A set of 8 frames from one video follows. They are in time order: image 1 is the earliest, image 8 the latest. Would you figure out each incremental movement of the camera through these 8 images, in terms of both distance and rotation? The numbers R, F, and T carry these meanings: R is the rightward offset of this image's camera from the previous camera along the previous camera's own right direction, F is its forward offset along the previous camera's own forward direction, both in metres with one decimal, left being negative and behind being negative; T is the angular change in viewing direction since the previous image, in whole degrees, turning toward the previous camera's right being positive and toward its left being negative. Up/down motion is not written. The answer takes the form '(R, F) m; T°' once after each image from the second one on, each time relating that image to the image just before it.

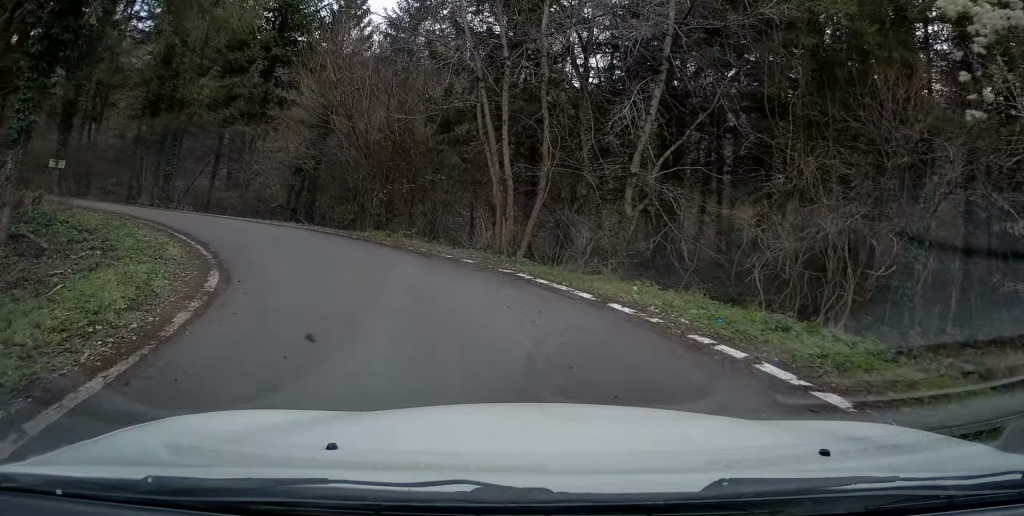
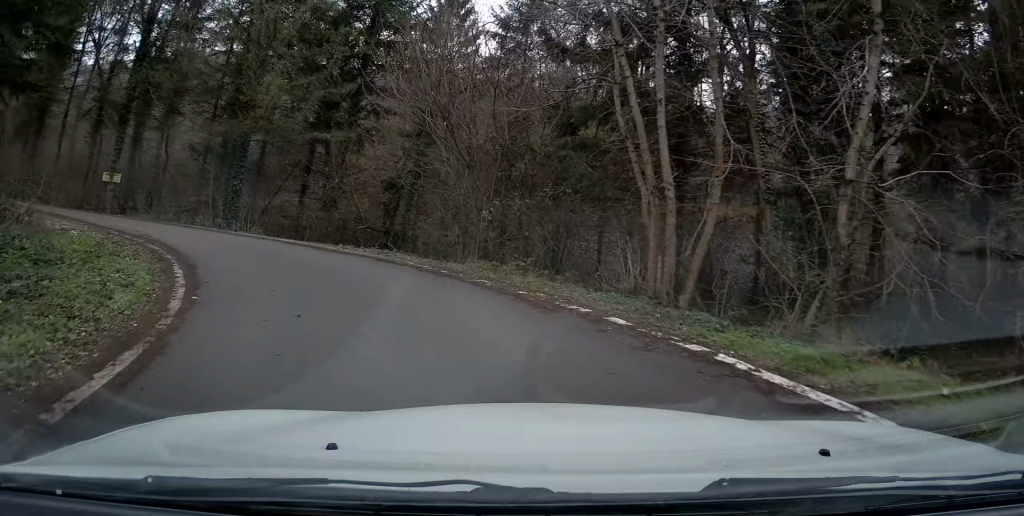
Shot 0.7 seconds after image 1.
(0.0, +4.6) m; -13°
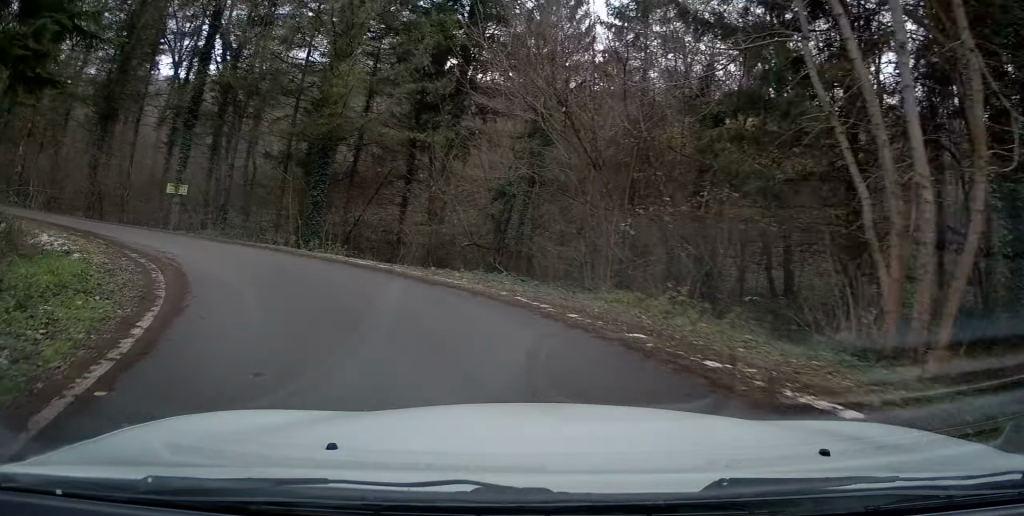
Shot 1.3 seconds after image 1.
(-0.8, +3.5) m; -11°
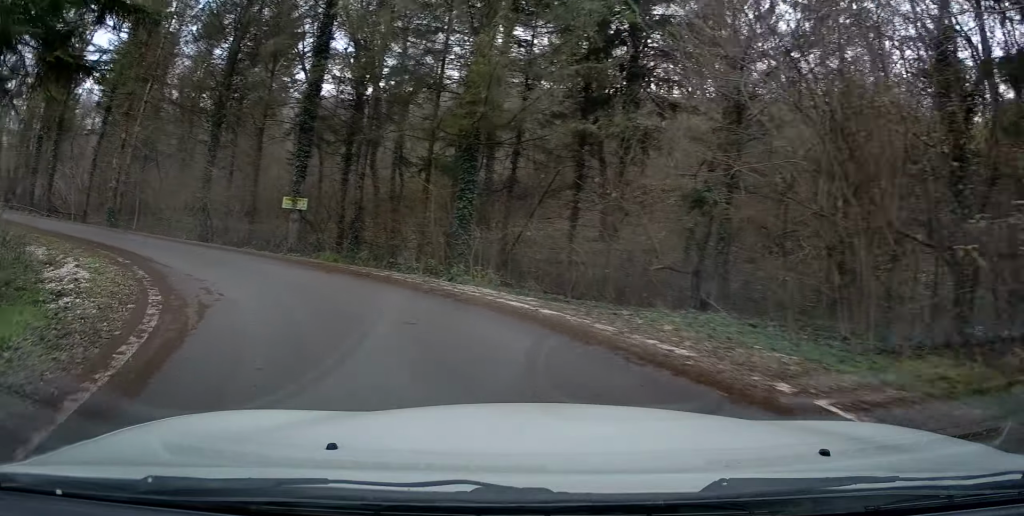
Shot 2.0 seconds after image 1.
(-0.5, +4.1) m; -13°
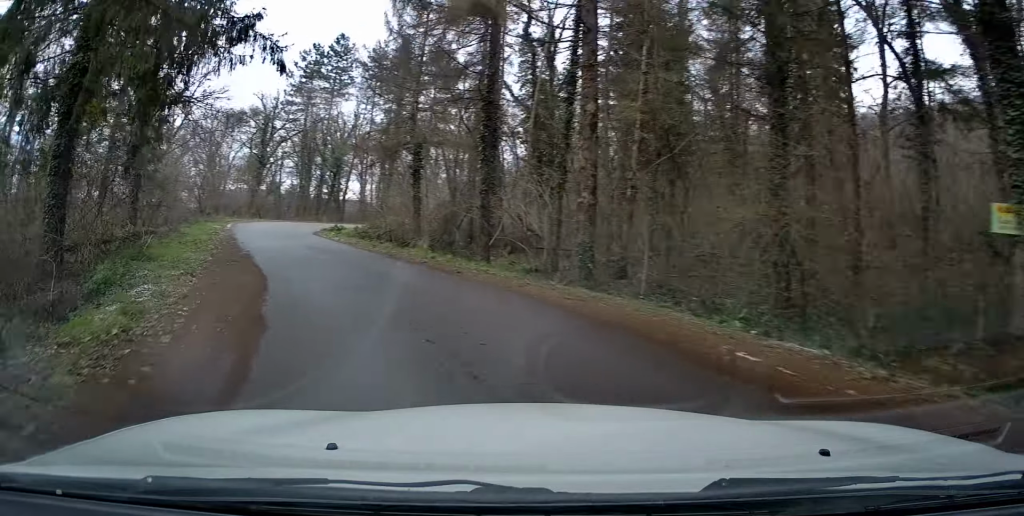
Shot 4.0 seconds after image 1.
(-4.0, +10.5) m; -46°
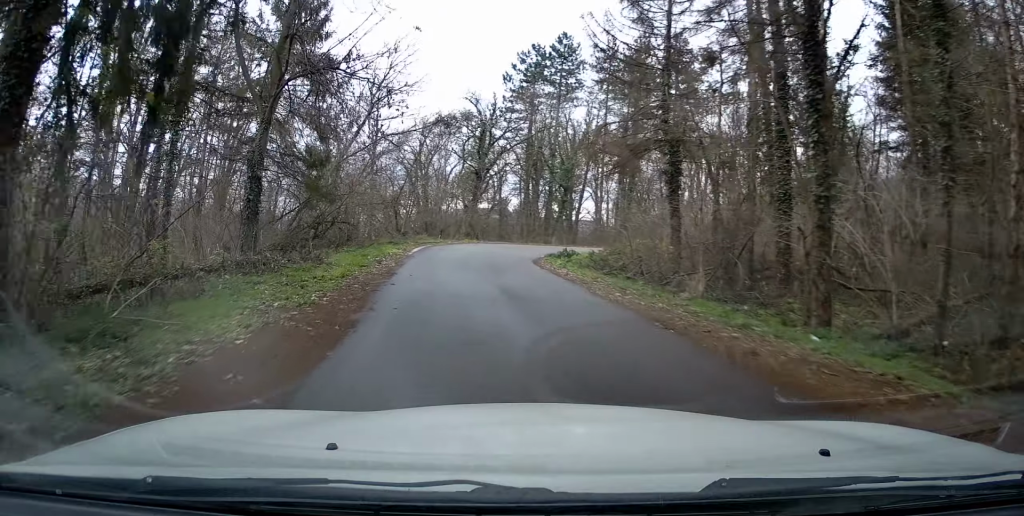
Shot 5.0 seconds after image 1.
(-1.5, +6.5) m; -21°
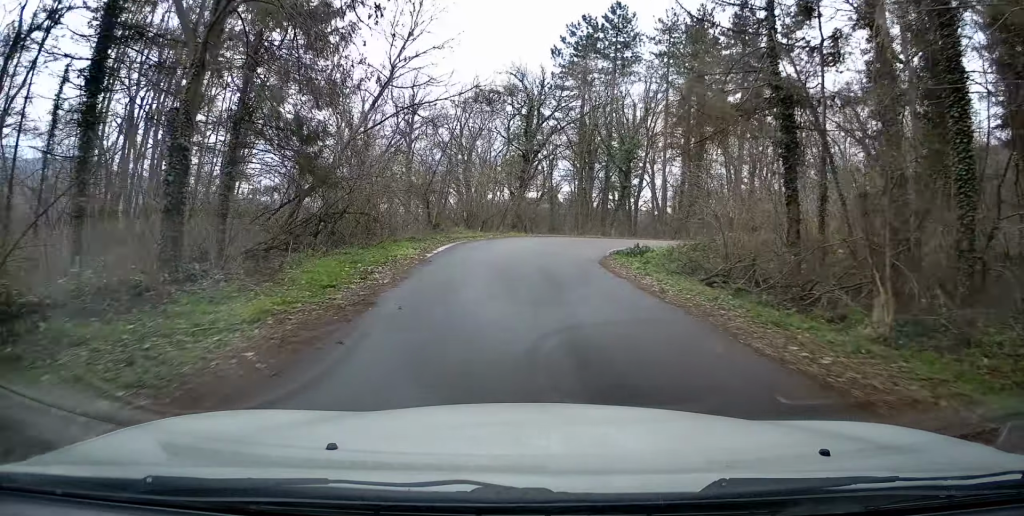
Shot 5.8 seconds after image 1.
(-0.6, +5.2) m; -8°
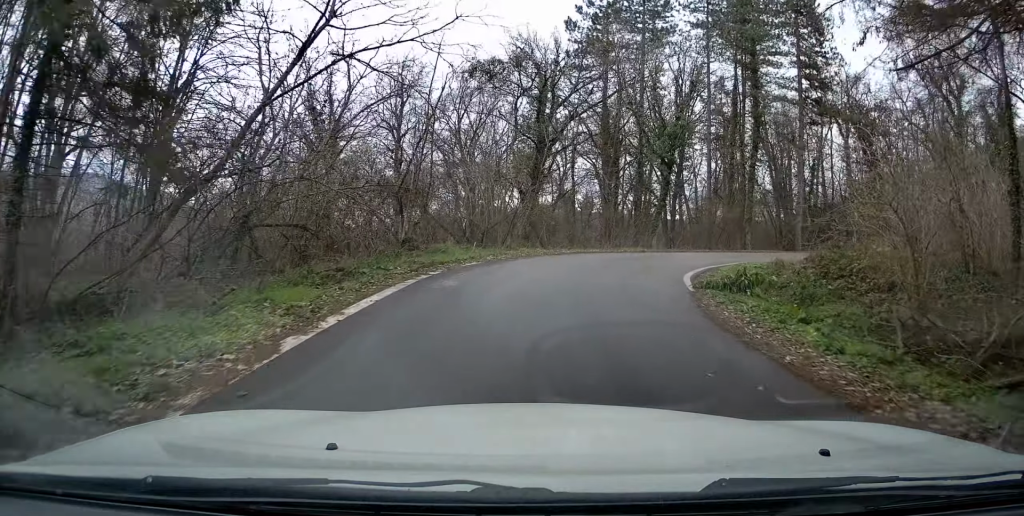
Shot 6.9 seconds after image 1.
(-0.2, +8.9) m; 0°
